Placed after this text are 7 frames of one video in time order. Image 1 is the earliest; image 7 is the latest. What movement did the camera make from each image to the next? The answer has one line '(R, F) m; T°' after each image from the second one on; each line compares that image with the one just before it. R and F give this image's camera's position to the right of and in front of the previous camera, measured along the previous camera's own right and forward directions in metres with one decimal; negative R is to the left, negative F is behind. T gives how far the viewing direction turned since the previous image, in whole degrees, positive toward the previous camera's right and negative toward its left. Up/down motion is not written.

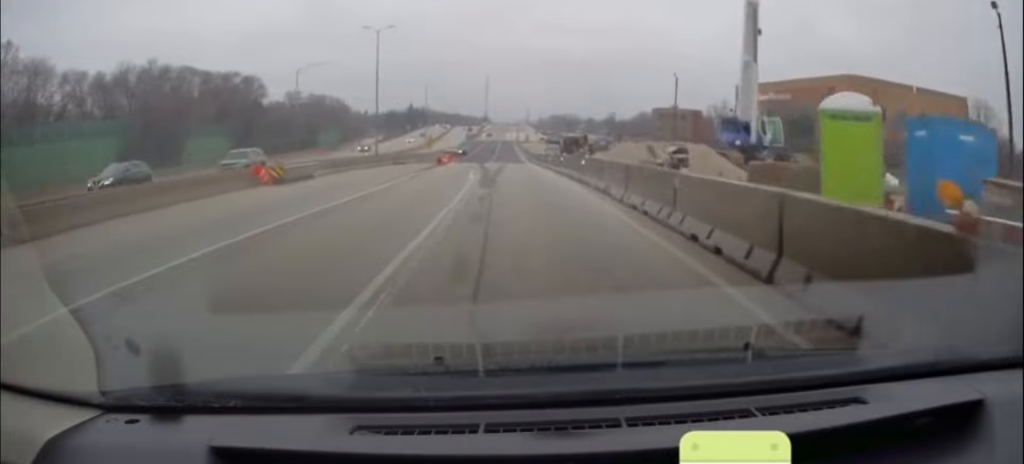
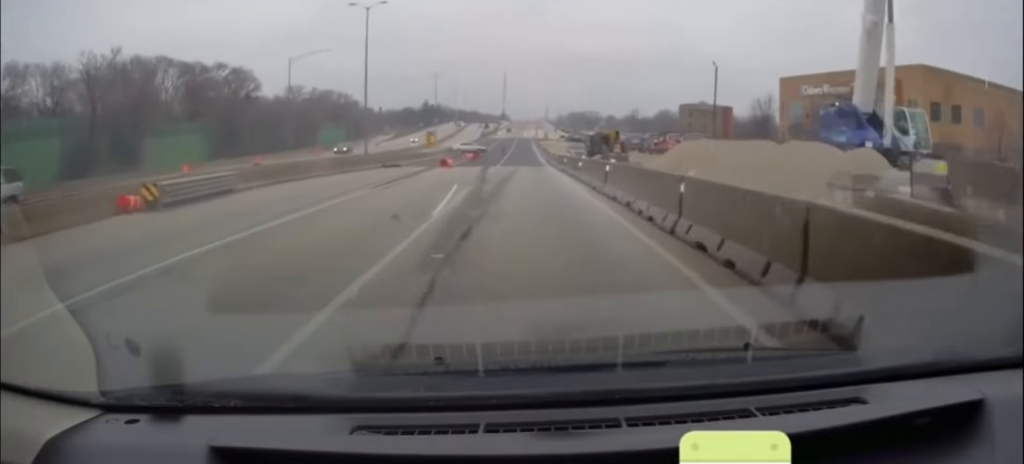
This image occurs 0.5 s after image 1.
(-0.1, +12.5) m; -1°
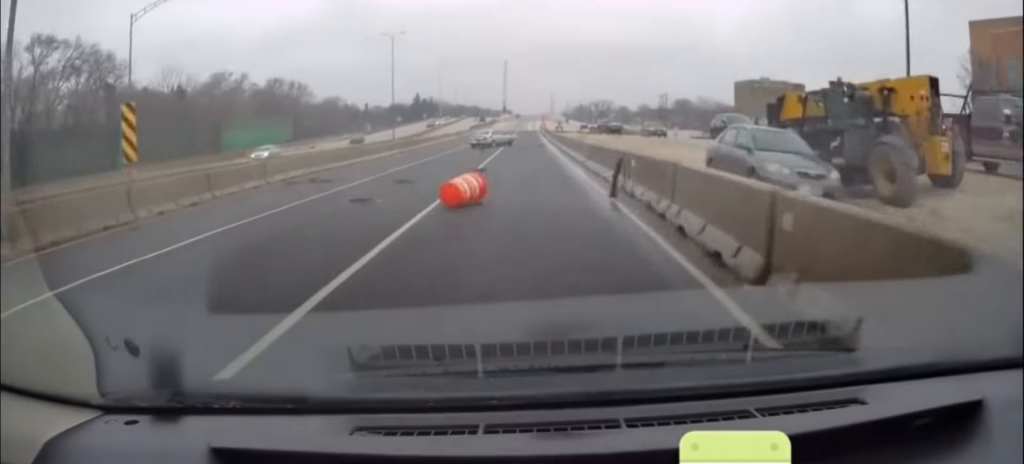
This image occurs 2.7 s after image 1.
(-1.3, +47.1) m; -3°
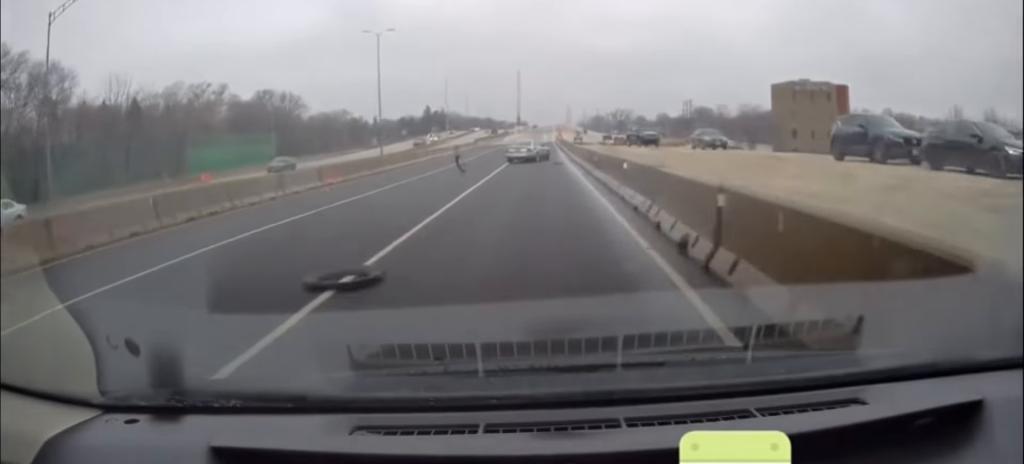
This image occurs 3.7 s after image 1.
(-0.2, +16.5) m; 0°
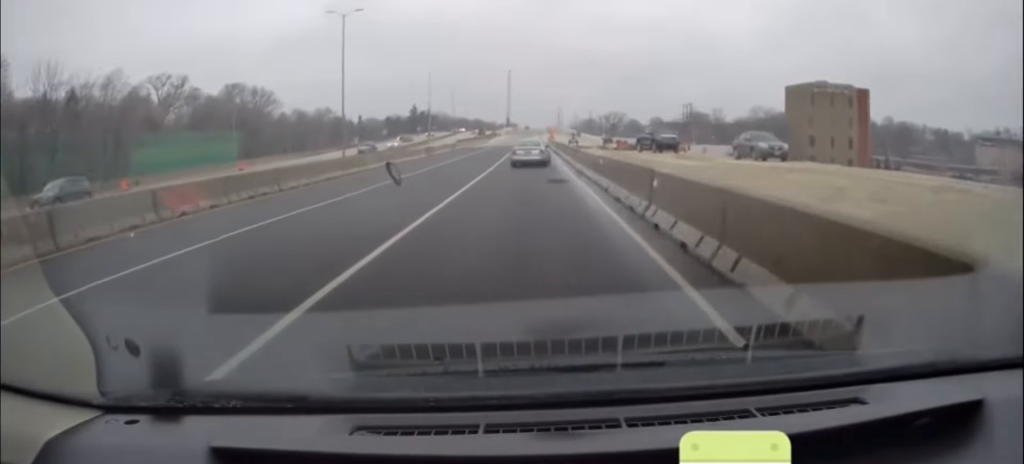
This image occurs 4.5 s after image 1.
(+0.1, +13.2) m; 0°
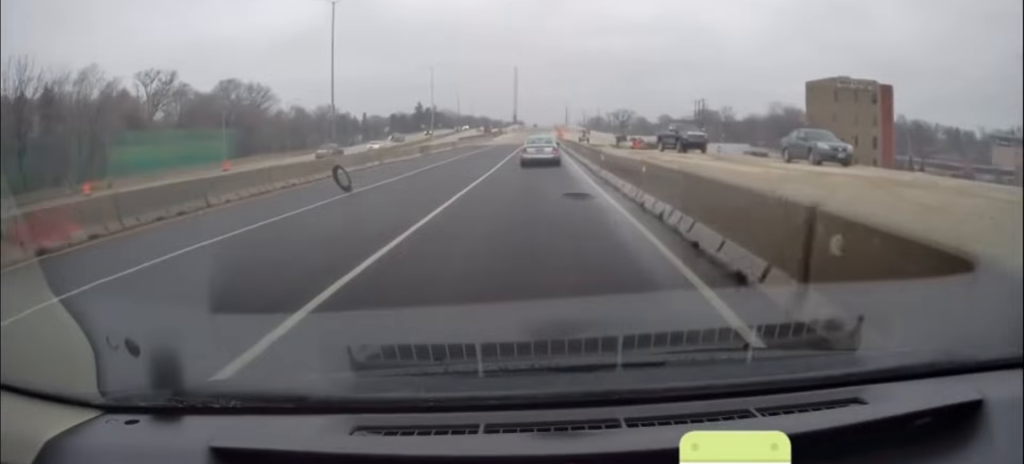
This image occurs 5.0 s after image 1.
(+0.1, +6.7) m; -1°
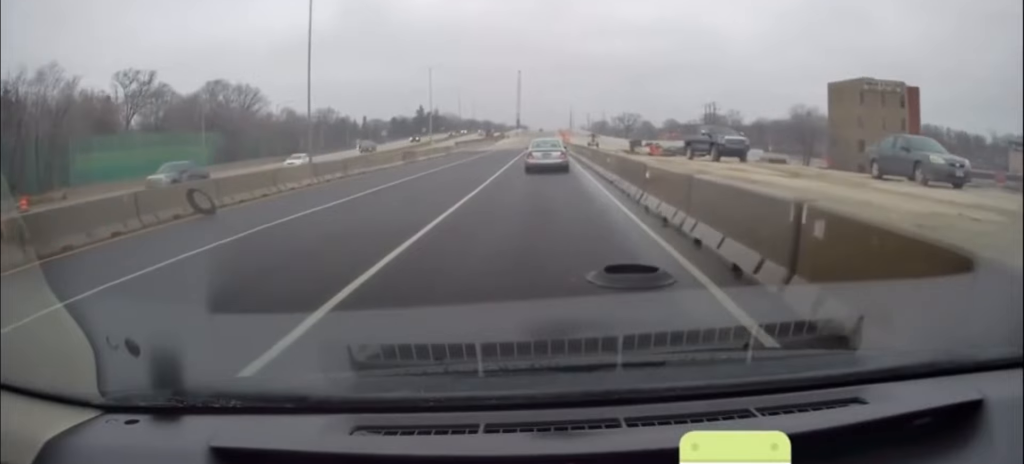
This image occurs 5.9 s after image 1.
(-0.3, +9.6) m; -2°
